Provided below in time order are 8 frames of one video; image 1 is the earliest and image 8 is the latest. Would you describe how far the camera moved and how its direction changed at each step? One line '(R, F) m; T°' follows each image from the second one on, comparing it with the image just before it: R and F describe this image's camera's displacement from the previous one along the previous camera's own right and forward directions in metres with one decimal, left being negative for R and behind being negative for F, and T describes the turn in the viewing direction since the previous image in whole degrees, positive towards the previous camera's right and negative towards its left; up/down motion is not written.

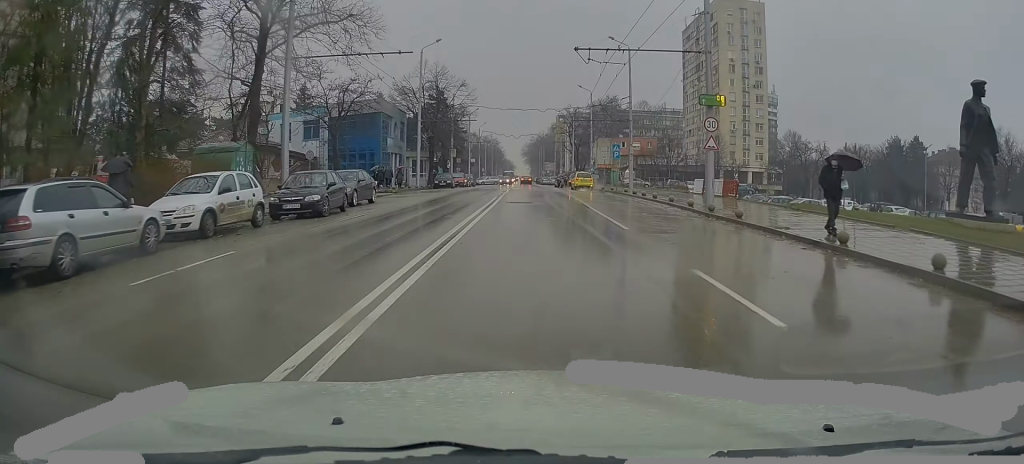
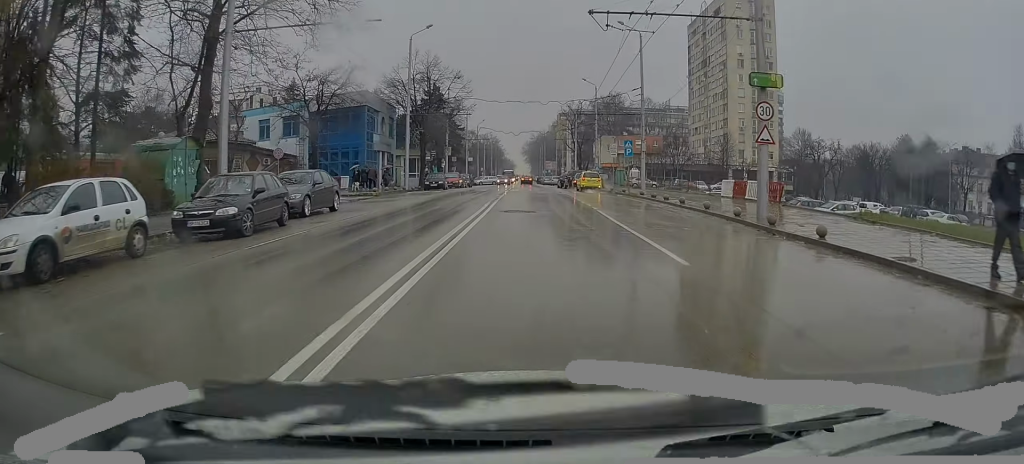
(0.0, +5.4) m; 0°
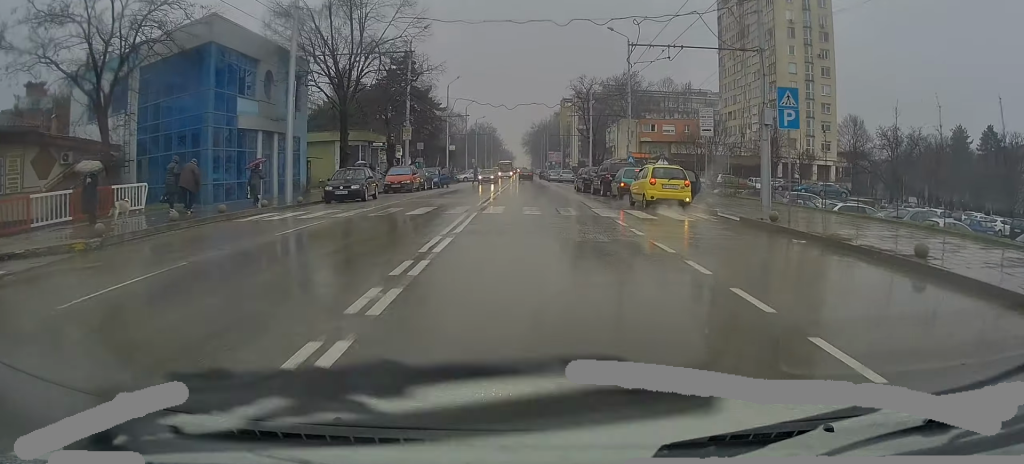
(-0.3, +25.8) m; -2°
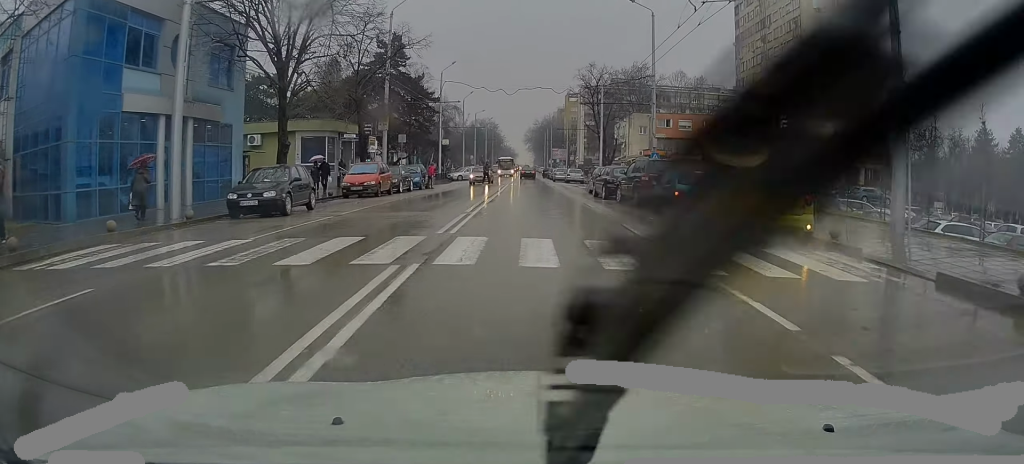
(-0.1, +9.2) m; +1°
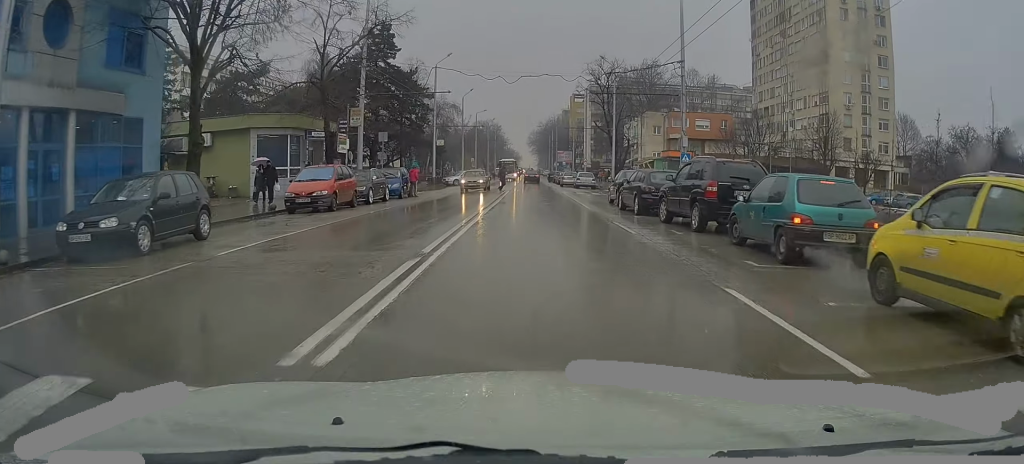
(+0.1, +7.6) m; +1°
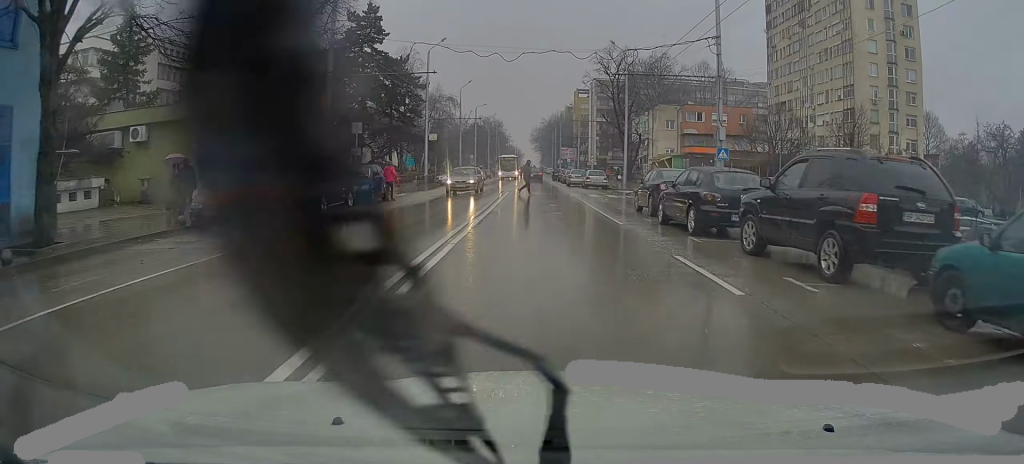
(+0.5, +6.9) m; 0°
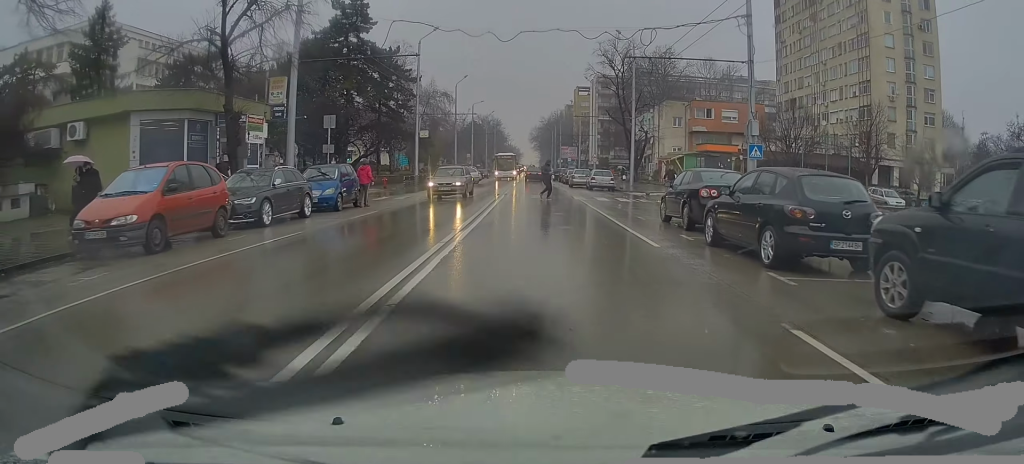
(-0.4, +4.6) m; -2°
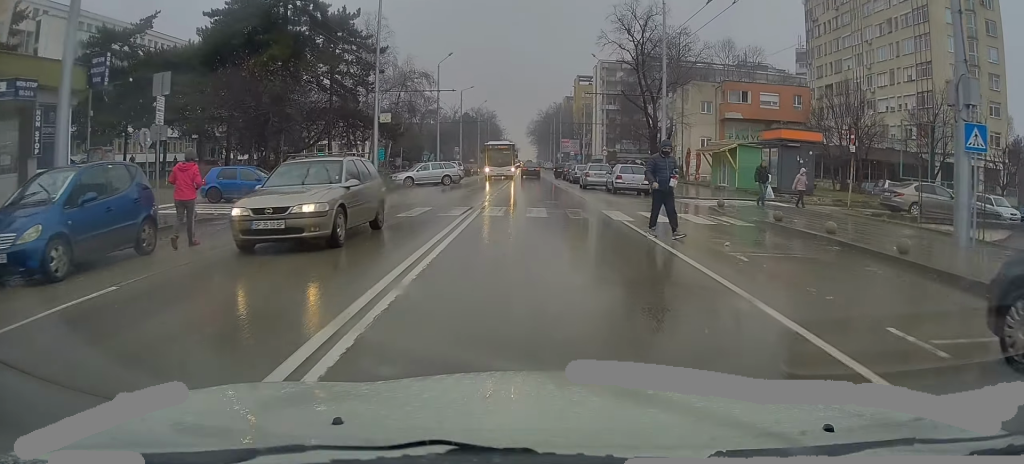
(-0.5, +14.1) m; 0°
